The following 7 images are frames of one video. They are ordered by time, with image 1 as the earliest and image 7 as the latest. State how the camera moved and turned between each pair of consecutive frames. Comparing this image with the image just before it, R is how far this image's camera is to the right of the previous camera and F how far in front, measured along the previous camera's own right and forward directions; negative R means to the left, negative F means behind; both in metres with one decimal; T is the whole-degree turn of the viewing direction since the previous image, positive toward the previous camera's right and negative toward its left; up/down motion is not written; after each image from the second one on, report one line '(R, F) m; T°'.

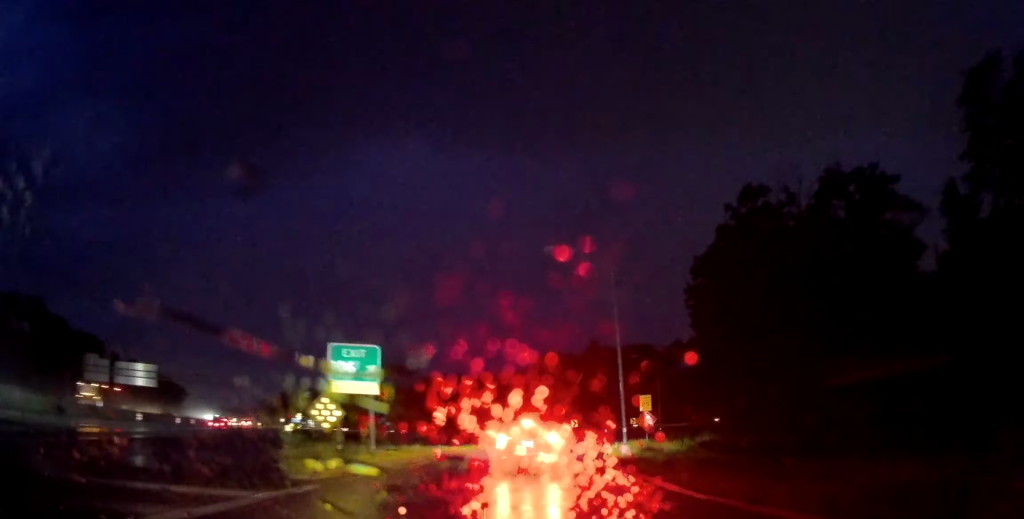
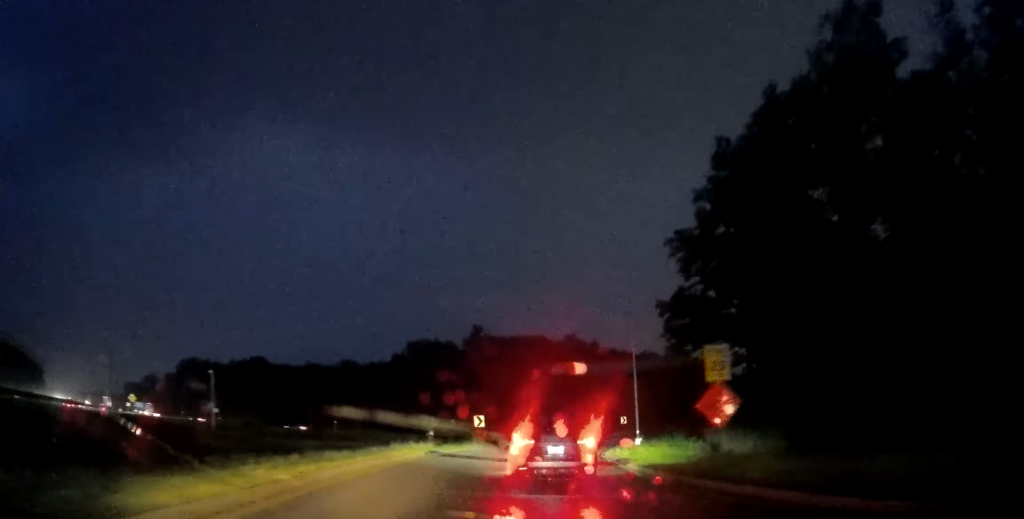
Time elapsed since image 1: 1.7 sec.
(+1.5, +29.0) m; +8°
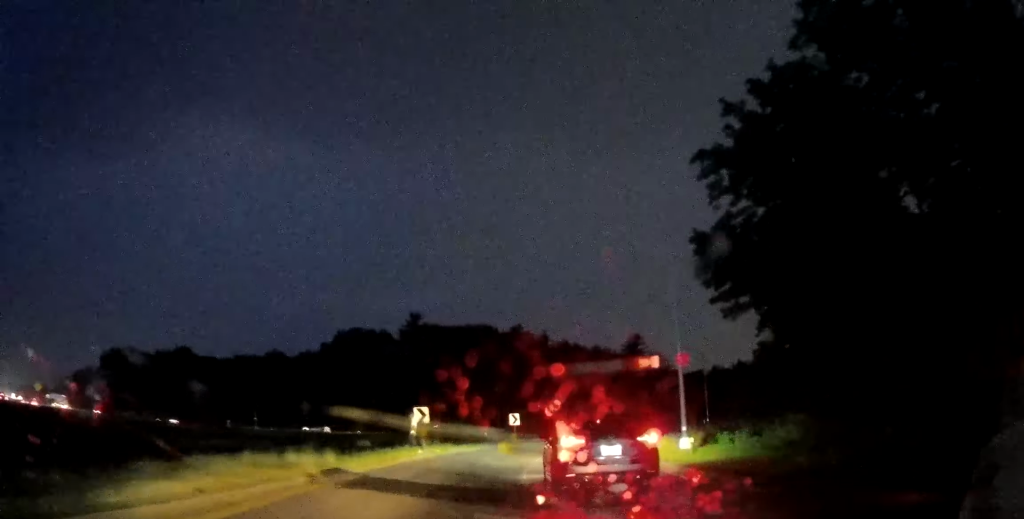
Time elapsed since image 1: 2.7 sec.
(+1.0, +16.1) m; +6°
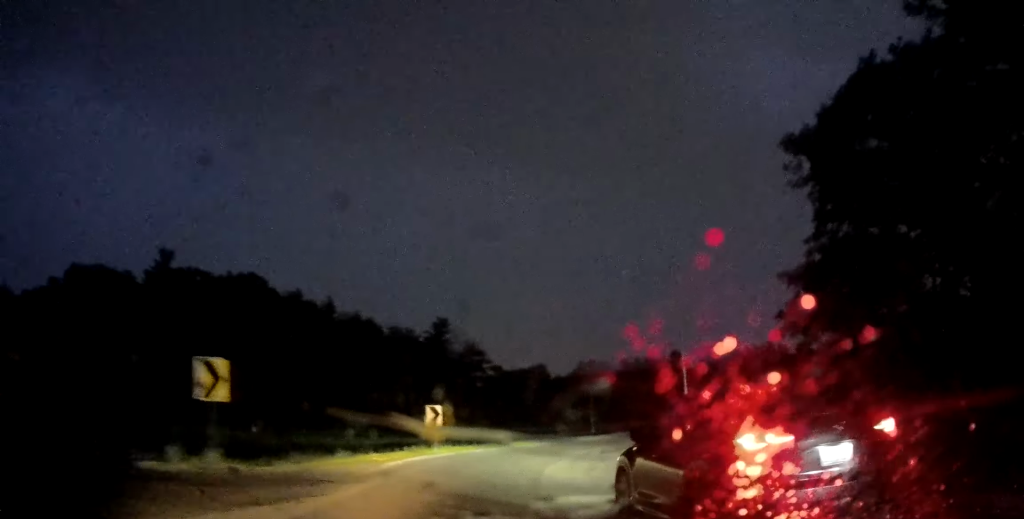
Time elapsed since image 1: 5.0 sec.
(+5.4, +37.5) m; +17°
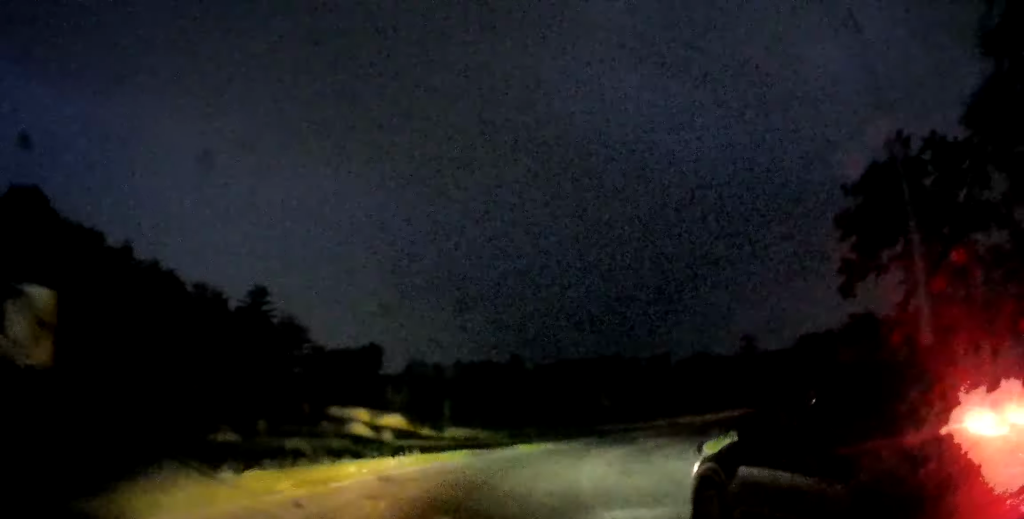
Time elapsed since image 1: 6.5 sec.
(+2.1, +24.6) m; +12°
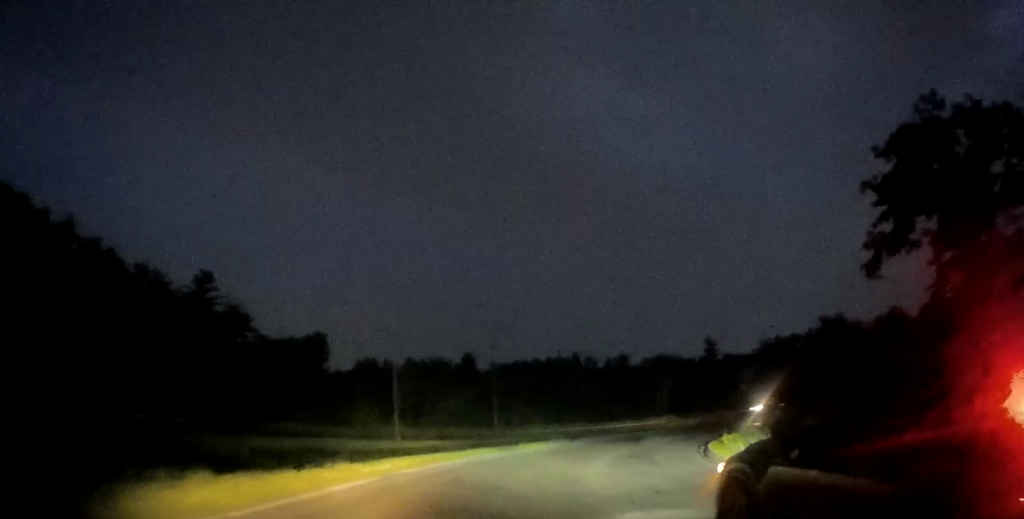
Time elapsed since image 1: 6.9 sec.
(+0.1, +6.3) m; +4°
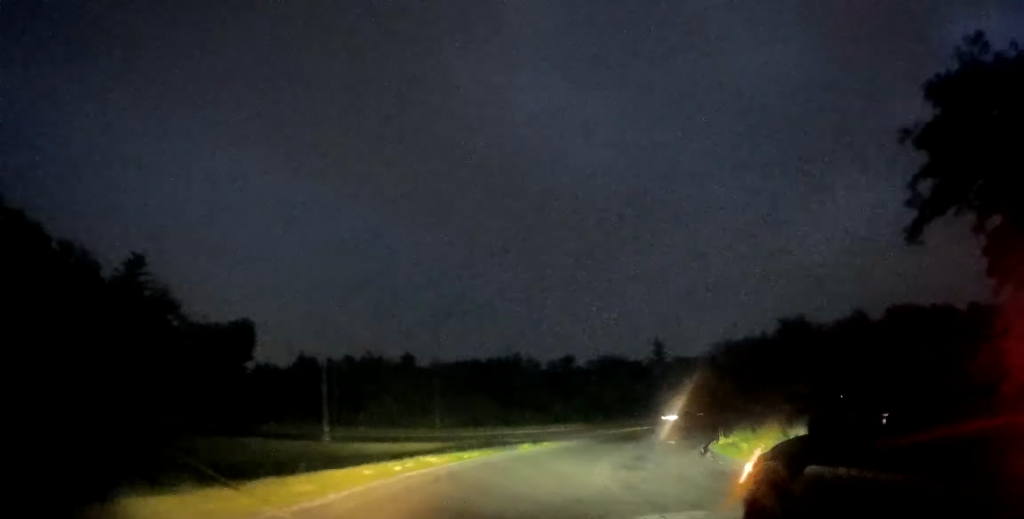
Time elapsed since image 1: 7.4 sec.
(+0.3, +7.3) m; +5°
